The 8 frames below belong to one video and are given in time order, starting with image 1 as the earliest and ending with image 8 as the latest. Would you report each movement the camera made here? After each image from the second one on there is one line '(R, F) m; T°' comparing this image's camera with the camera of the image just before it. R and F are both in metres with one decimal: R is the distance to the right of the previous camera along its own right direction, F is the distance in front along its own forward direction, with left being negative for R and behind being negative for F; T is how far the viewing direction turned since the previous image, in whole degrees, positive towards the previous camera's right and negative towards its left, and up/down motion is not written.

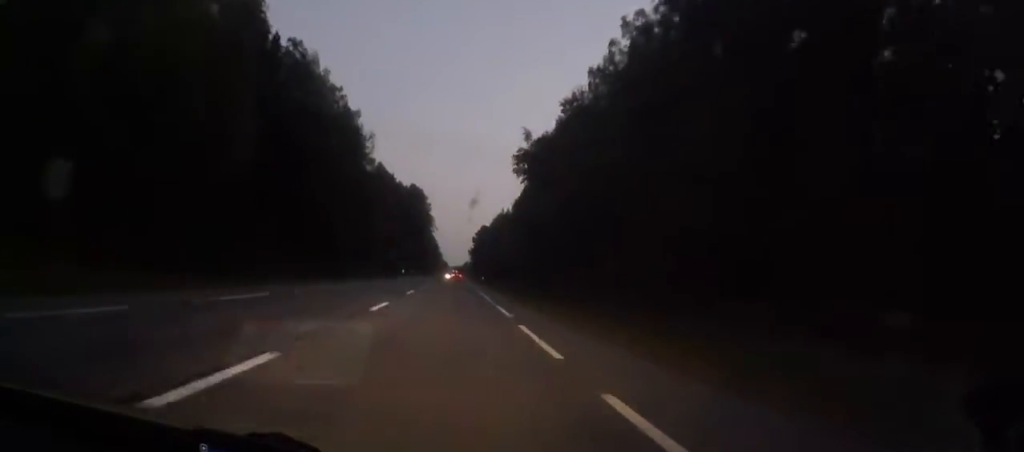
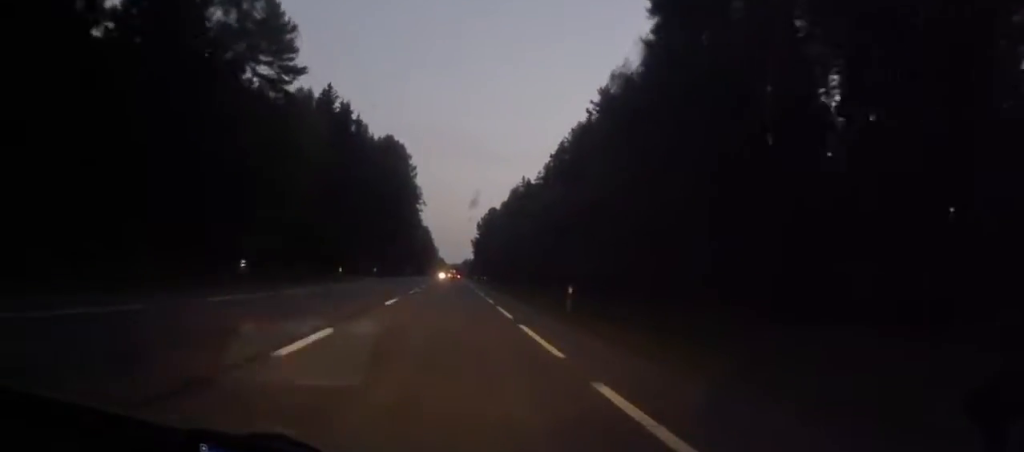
(+0.3, +80.2) m; 0°
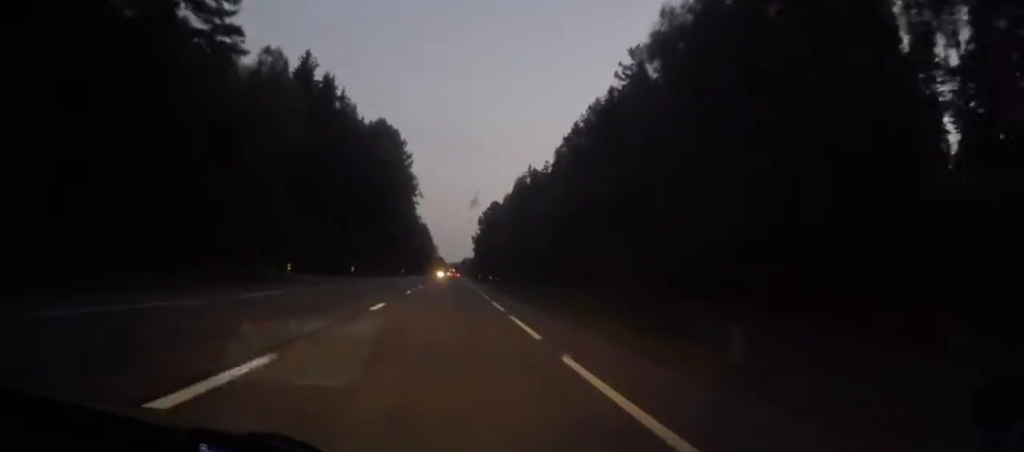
(0.0, +15.4) m; 0°
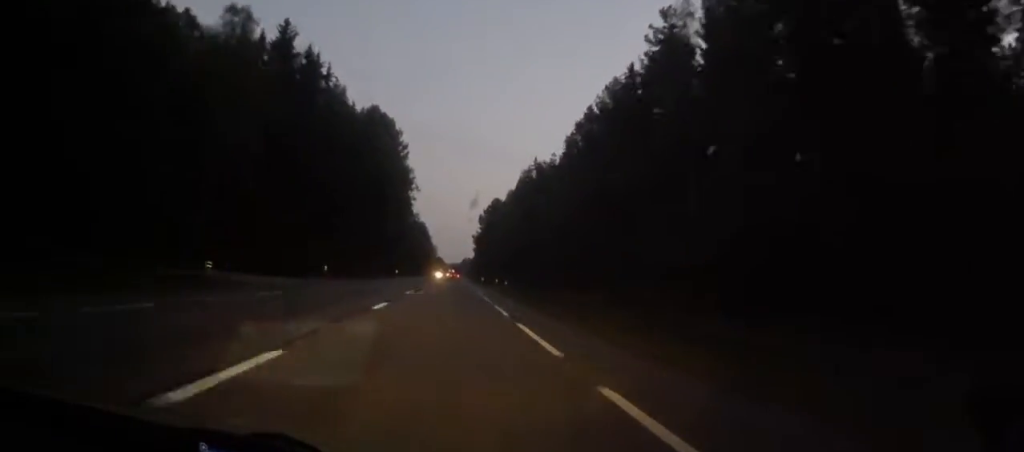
(0.0, +11.5) m; 0°
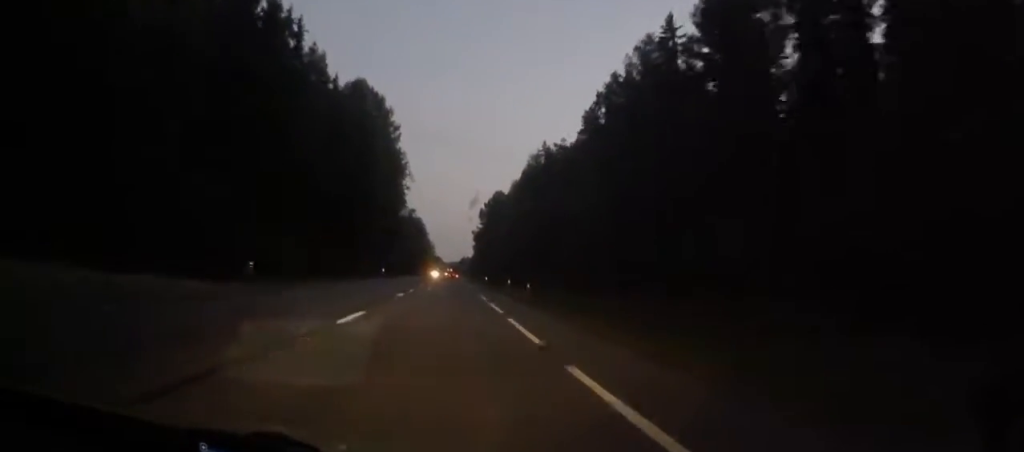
(0.0, +16.4) m; 0°
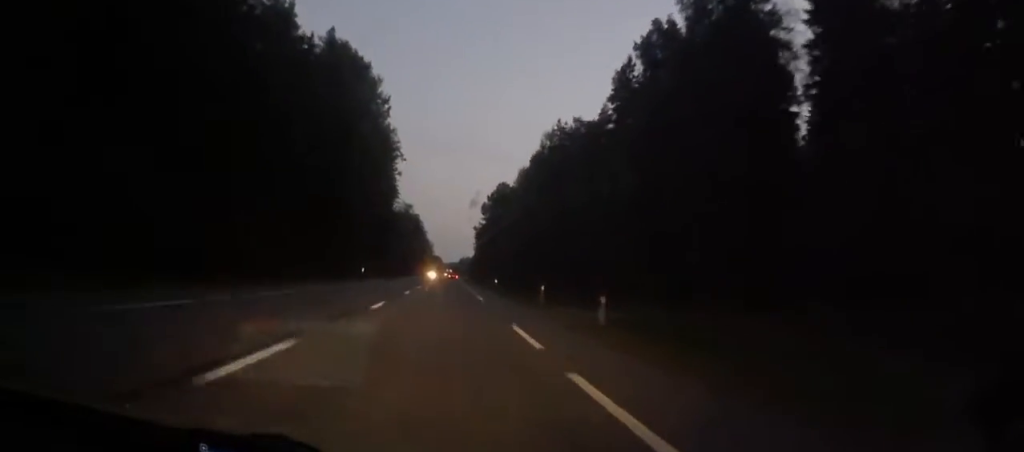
(-0.1, +18.3) m; 0°
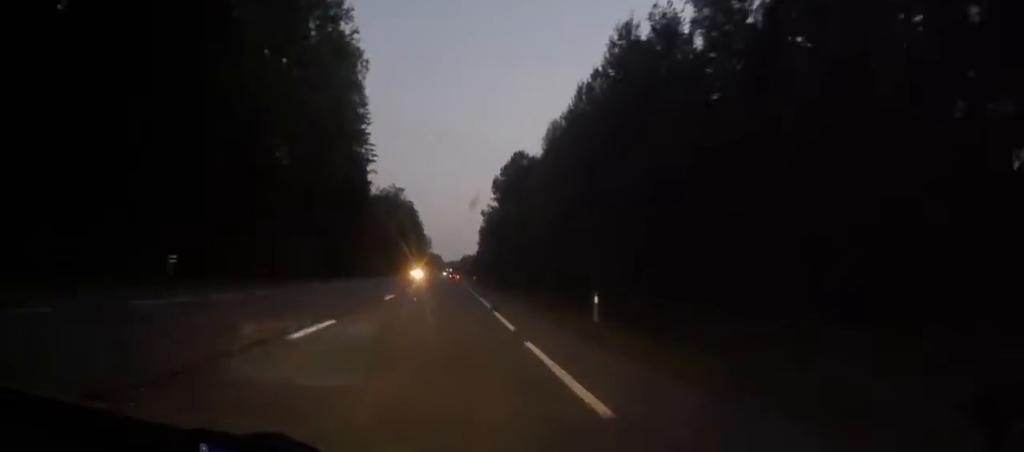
(+0.4, +43.5) m; +1°
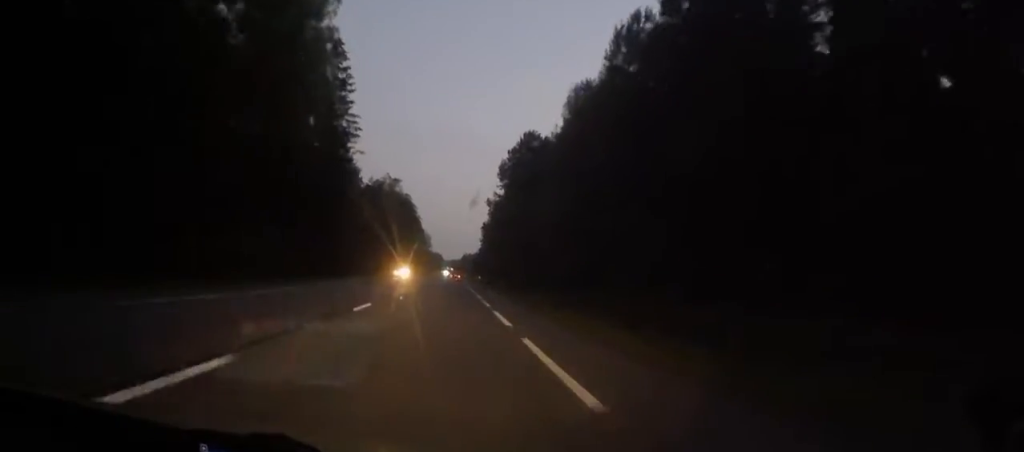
(0.0, +17.4) m; 0°
